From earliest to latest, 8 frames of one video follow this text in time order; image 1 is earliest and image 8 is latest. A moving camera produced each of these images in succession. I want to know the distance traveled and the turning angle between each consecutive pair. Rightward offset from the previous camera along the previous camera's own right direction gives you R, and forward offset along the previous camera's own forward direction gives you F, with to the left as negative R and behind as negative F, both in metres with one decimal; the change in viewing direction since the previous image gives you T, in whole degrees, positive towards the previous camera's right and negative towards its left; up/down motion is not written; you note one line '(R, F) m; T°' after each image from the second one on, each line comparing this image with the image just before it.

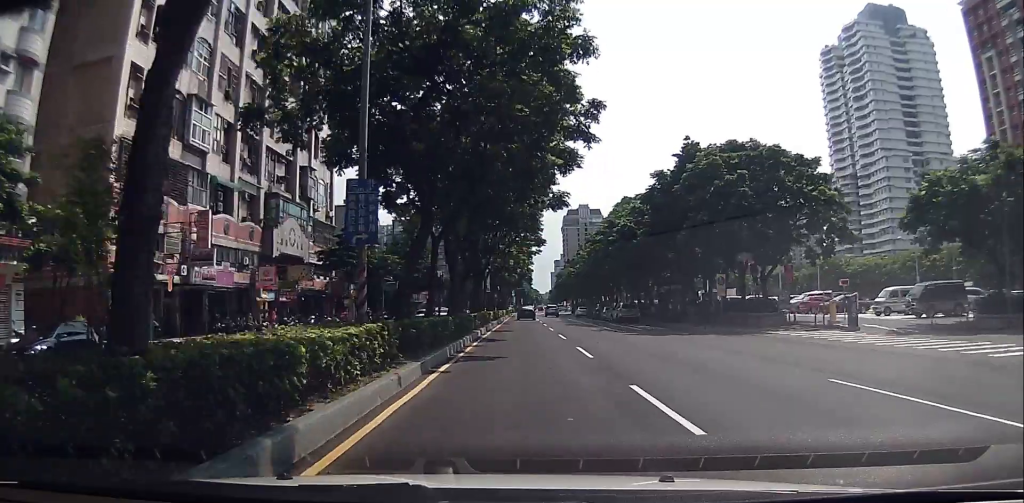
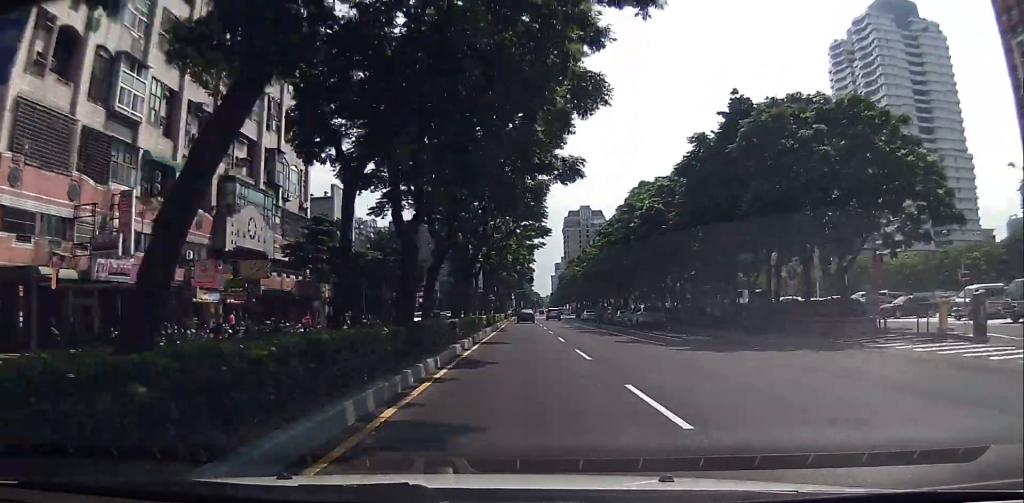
(+0.1, +10.4) m; +1°
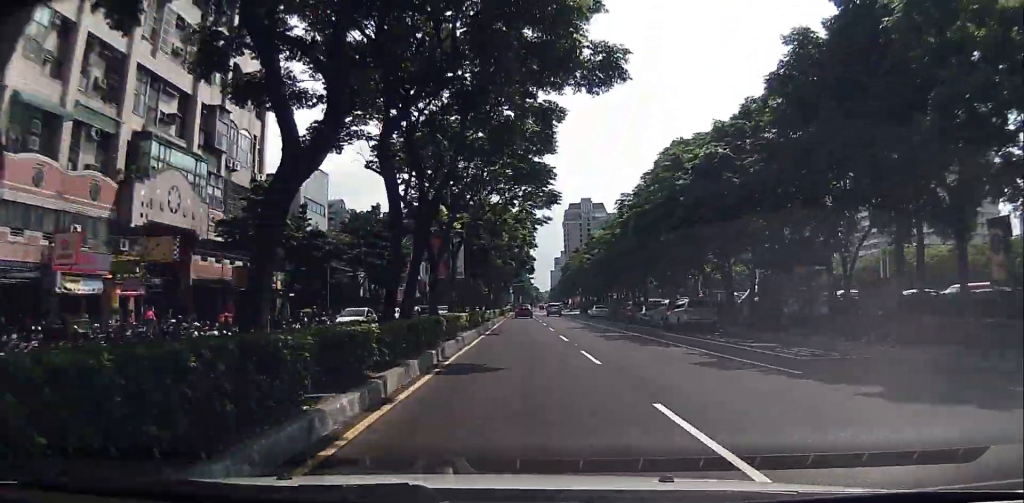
(-0.1, +14.1) m; +2°
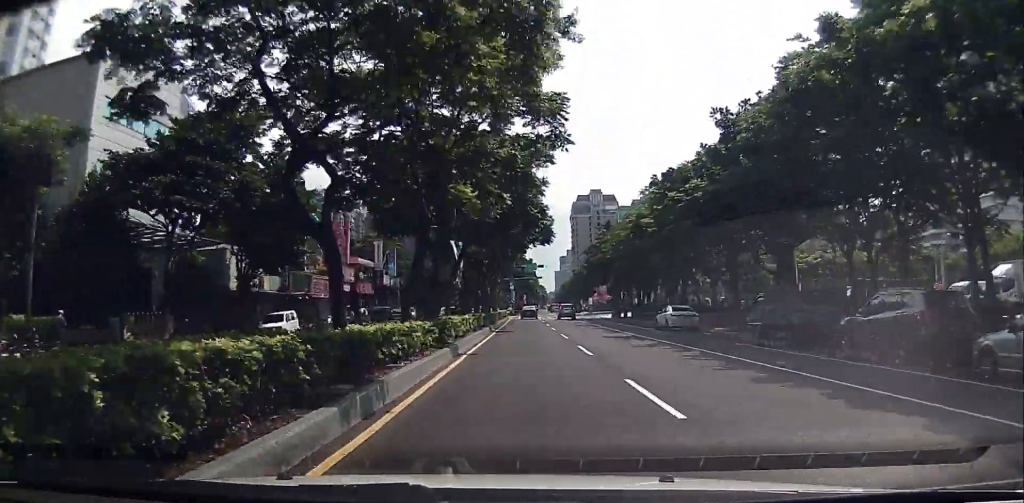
(+4.7, +39.6) m; +3°
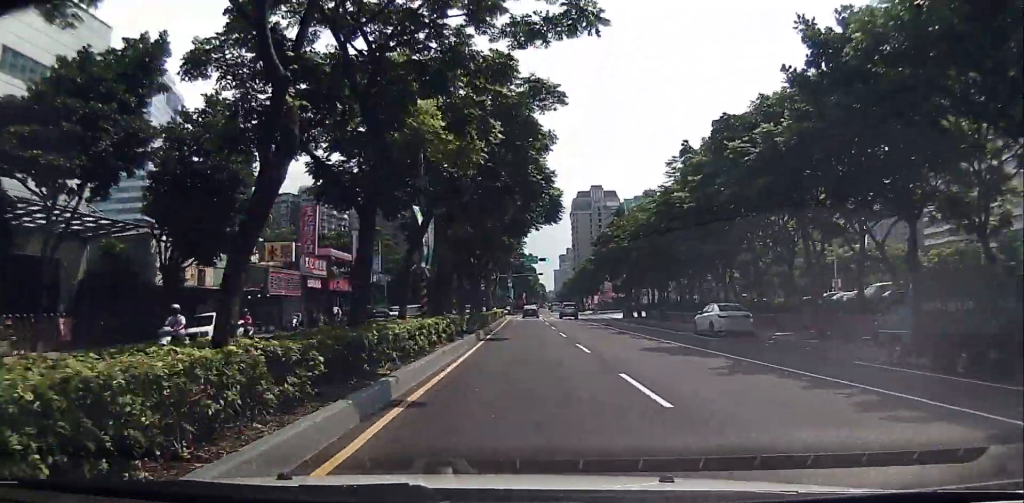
(-1.2, +9.7) m; -5°
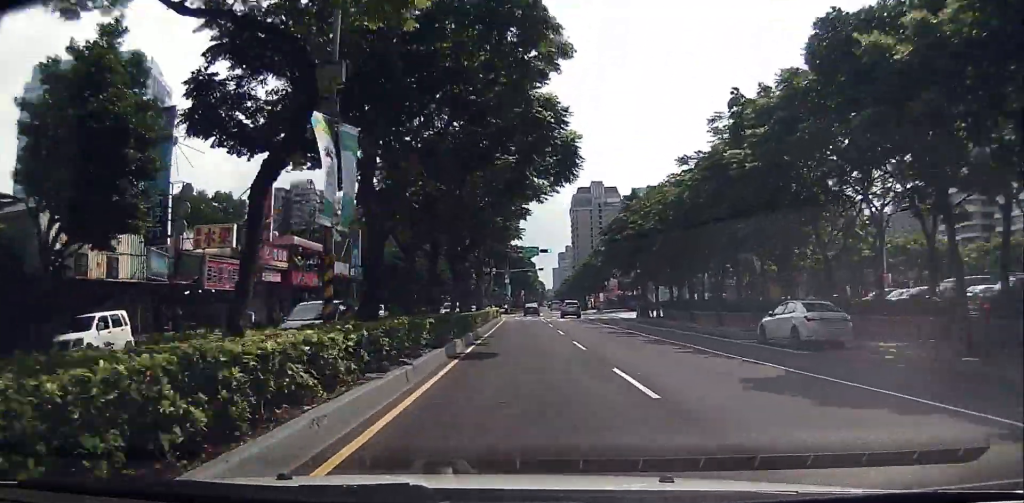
(-0.5, +9.7) m; -3°
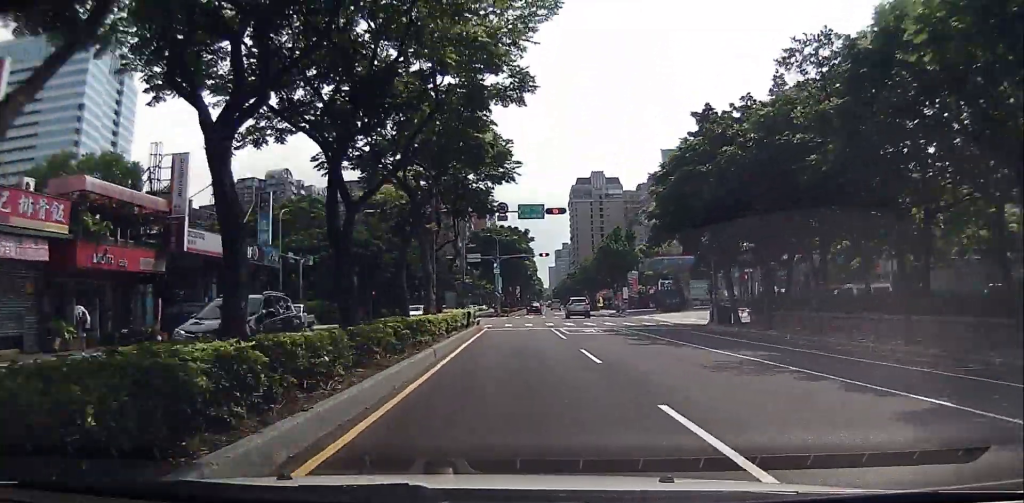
(-0.2, +26.2) m; +1°
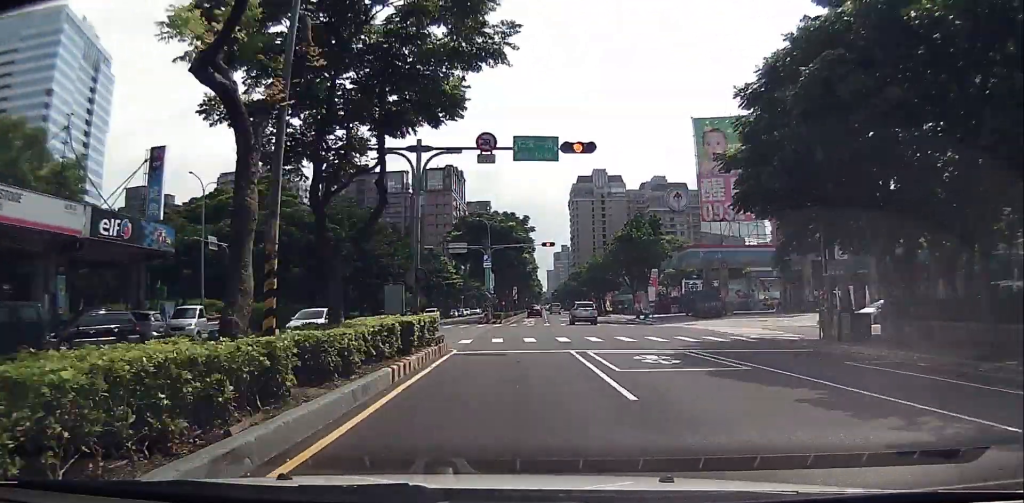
(+0.4, +15.7) m; +1°
